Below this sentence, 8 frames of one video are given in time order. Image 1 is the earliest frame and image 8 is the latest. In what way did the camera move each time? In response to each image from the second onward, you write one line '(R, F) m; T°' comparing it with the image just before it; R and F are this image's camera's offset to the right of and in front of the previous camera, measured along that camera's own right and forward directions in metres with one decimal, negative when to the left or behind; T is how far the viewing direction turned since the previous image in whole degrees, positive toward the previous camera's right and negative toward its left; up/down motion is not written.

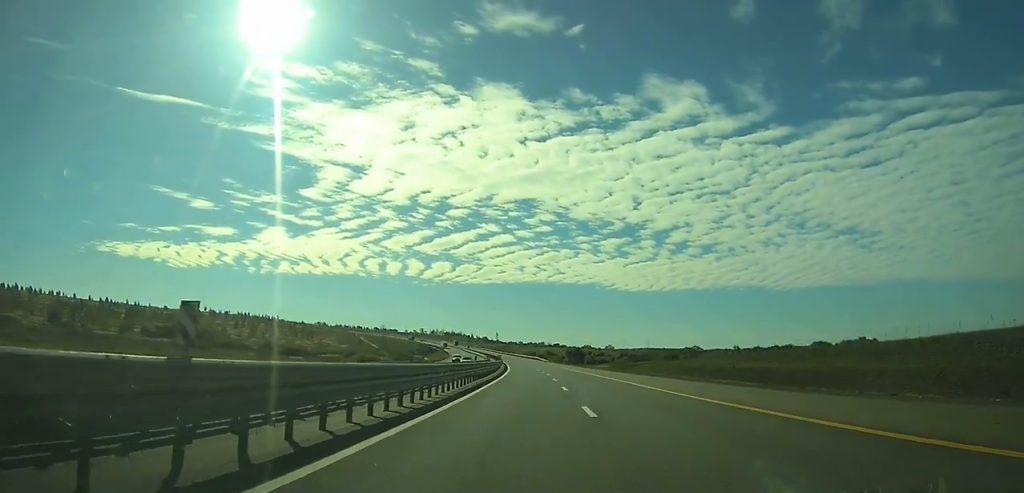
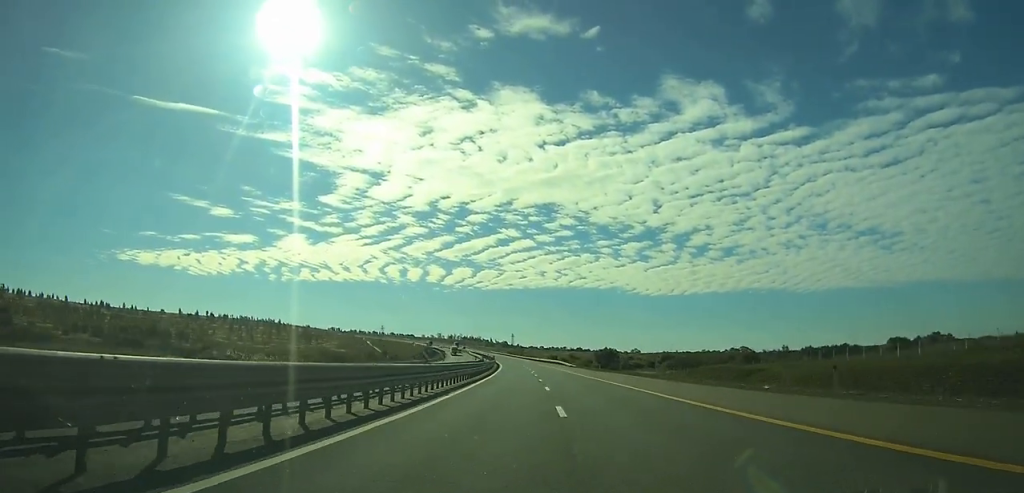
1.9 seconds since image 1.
(0.0, +59.6) m; 0°
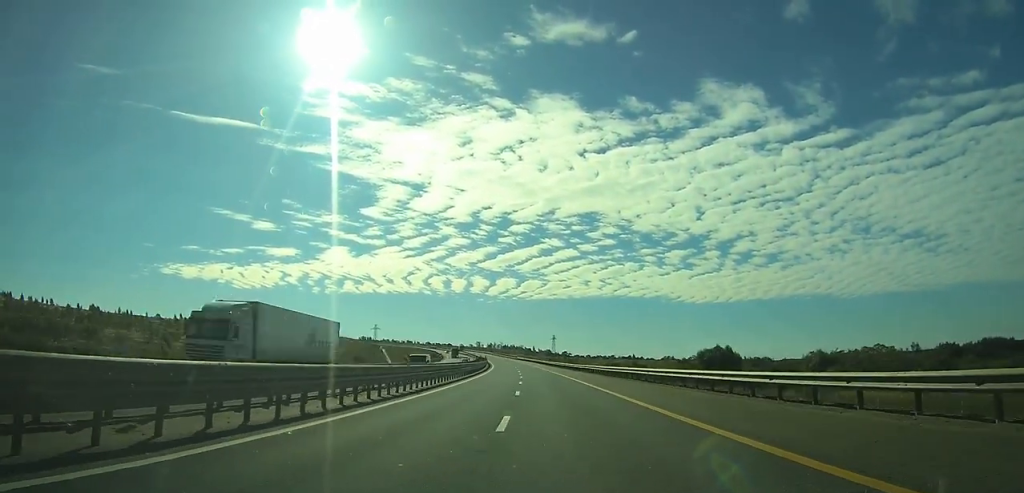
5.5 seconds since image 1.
(-5.5, +109.1) m; -8°
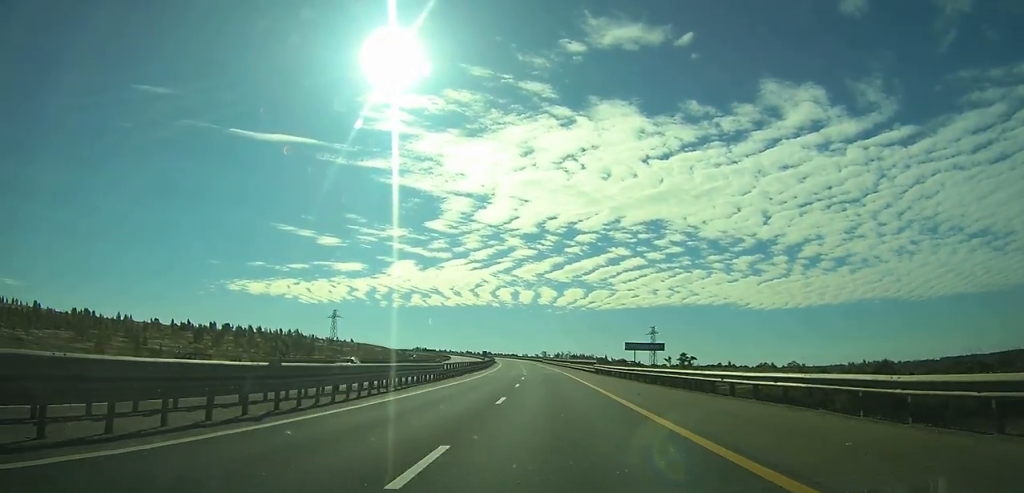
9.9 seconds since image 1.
(-10.9, +136.6) m; -8°
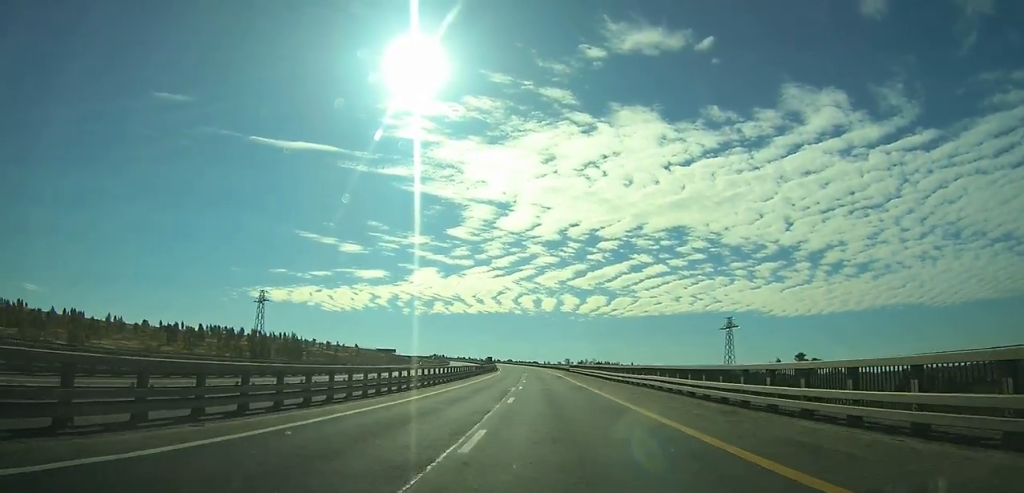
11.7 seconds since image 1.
(-2.0, +57.6) m; -3°
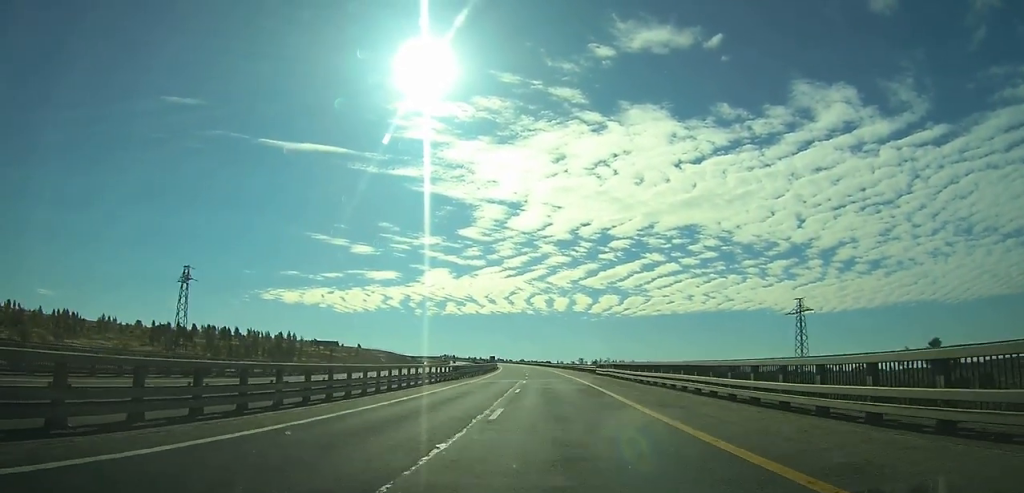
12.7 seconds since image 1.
(-0.6, +30.6) m; -1°
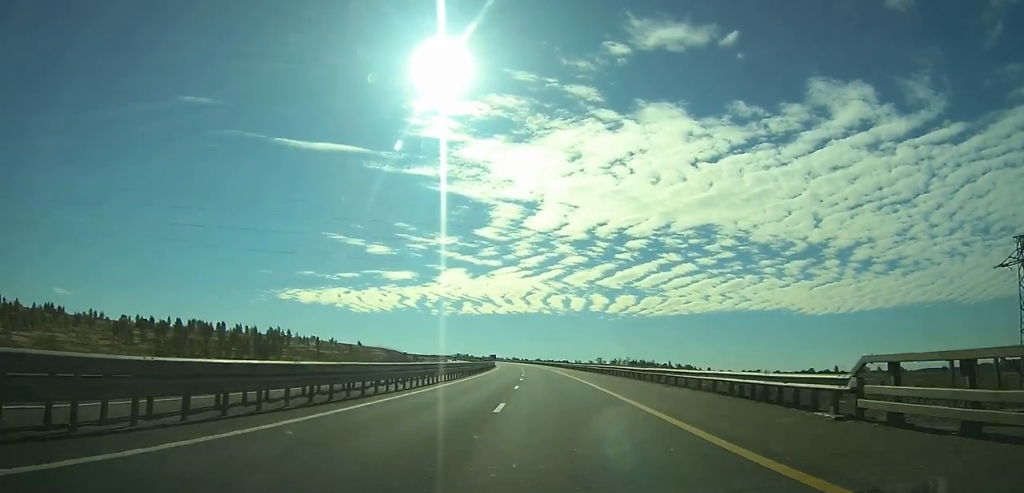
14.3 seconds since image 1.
(0.0, +46.5) m; 0°
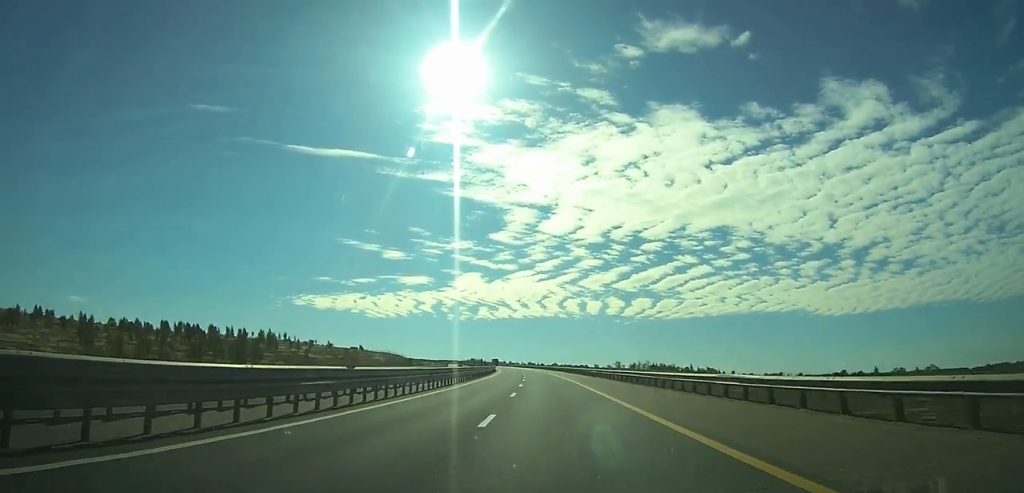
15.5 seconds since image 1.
(0.0, +37.7) m; -2°
